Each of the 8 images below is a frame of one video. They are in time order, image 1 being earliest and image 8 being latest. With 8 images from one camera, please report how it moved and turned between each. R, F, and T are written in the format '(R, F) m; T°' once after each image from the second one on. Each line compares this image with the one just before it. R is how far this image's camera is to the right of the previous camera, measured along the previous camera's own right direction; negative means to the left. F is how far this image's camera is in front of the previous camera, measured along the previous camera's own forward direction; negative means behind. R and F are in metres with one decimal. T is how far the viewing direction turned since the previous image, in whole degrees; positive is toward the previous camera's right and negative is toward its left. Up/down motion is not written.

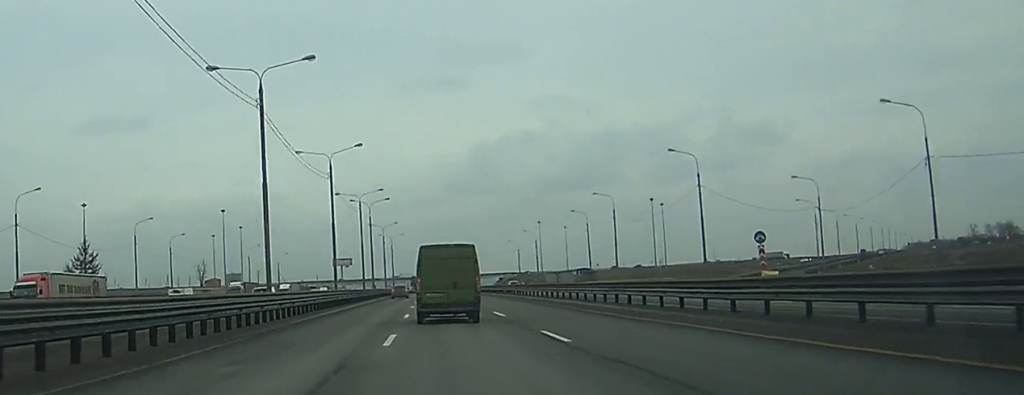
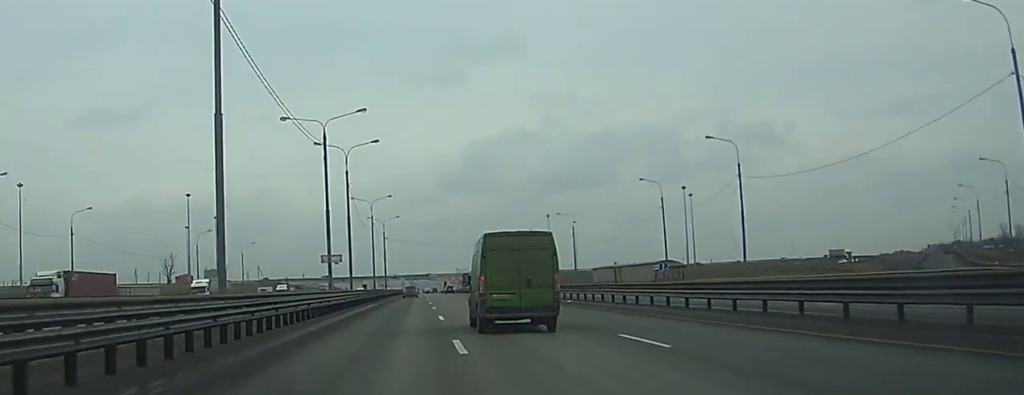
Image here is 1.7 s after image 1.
(-0.2, +50.3) m; 0°
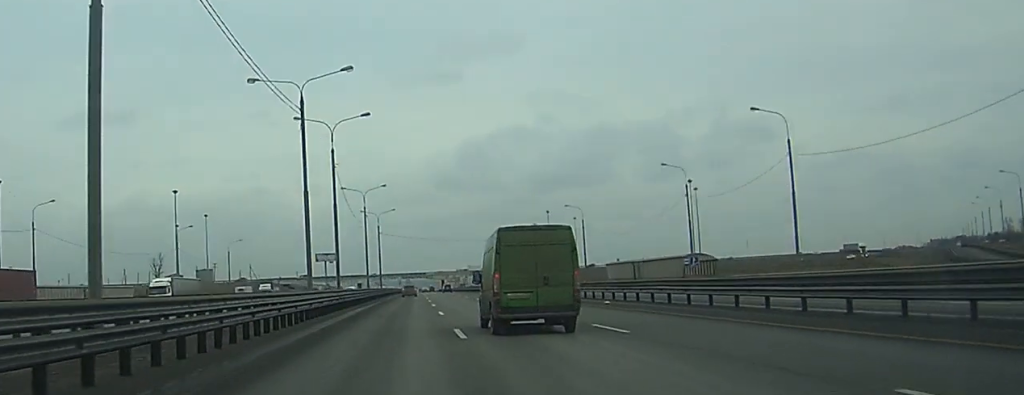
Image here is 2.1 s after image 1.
(0.0, +11.9) m; 0°
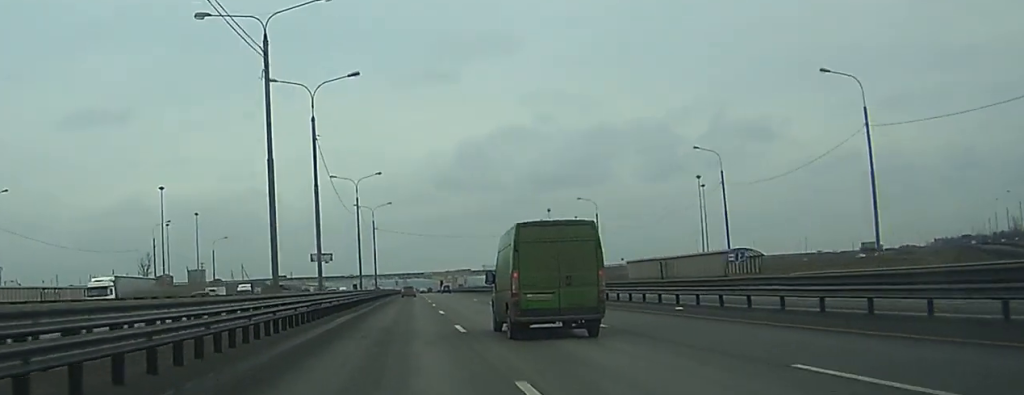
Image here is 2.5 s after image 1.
(0.0, +12.9) m; 0°
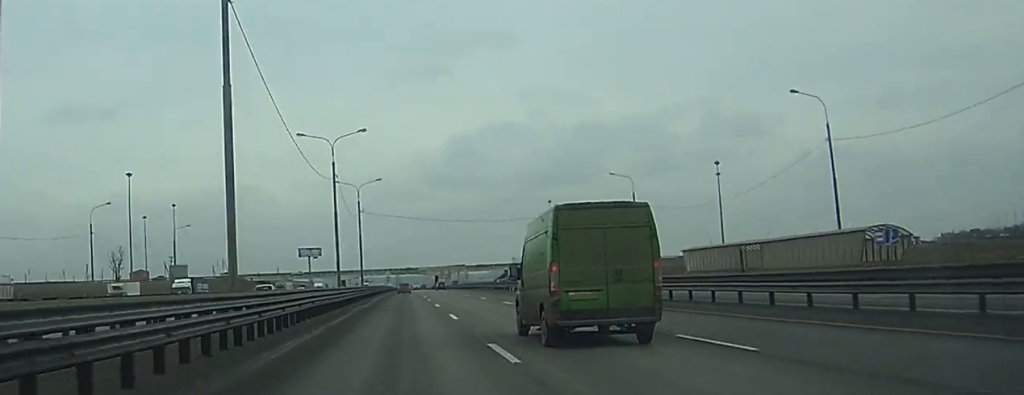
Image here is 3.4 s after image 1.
(+0.2, +26.0) m; +1°
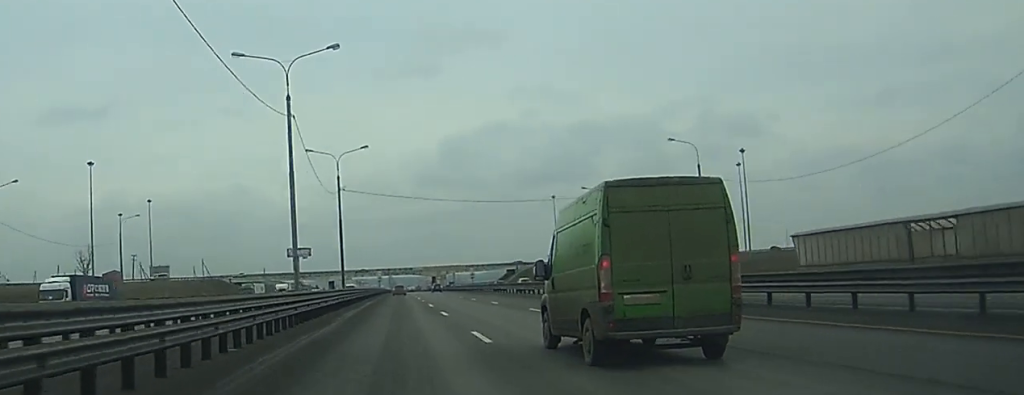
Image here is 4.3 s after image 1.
(+0.1, +27.1) m; 0°
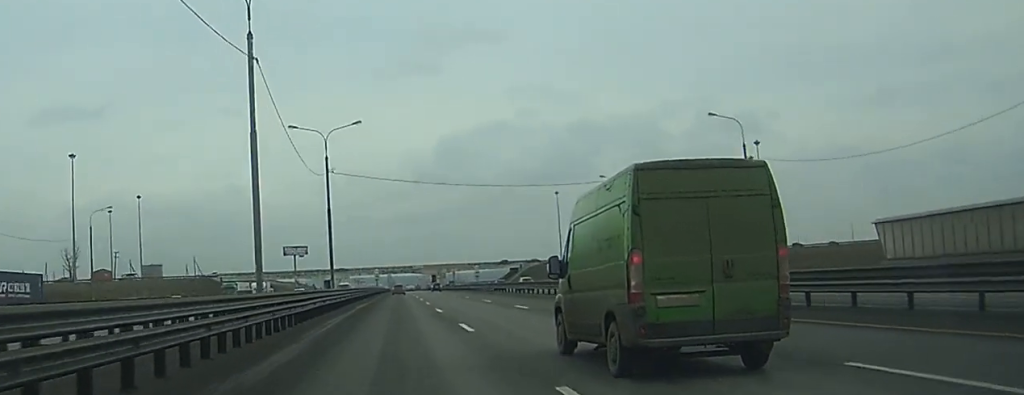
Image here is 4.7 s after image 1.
(0.0, +12.1) m; 0°
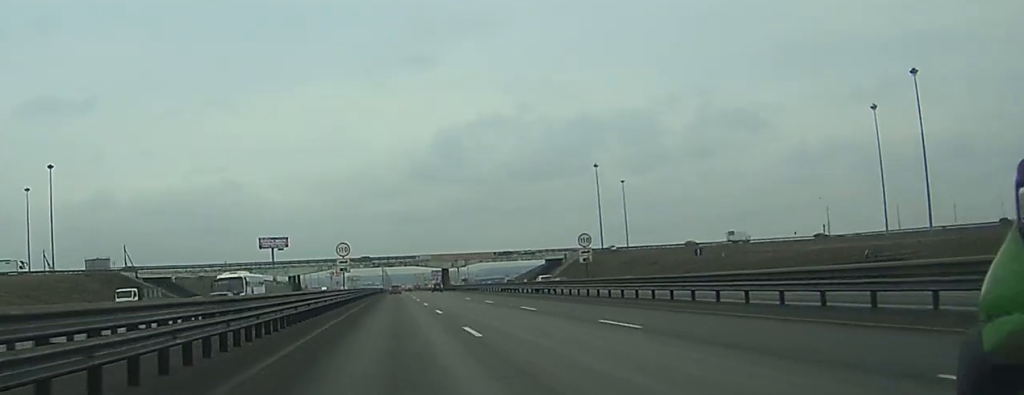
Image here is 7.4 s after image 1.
(+0.2, +83.1) m; 0°
